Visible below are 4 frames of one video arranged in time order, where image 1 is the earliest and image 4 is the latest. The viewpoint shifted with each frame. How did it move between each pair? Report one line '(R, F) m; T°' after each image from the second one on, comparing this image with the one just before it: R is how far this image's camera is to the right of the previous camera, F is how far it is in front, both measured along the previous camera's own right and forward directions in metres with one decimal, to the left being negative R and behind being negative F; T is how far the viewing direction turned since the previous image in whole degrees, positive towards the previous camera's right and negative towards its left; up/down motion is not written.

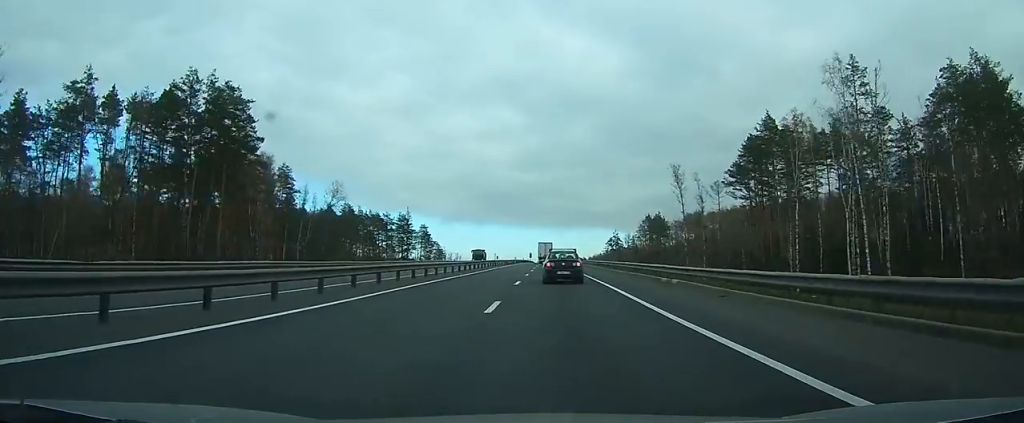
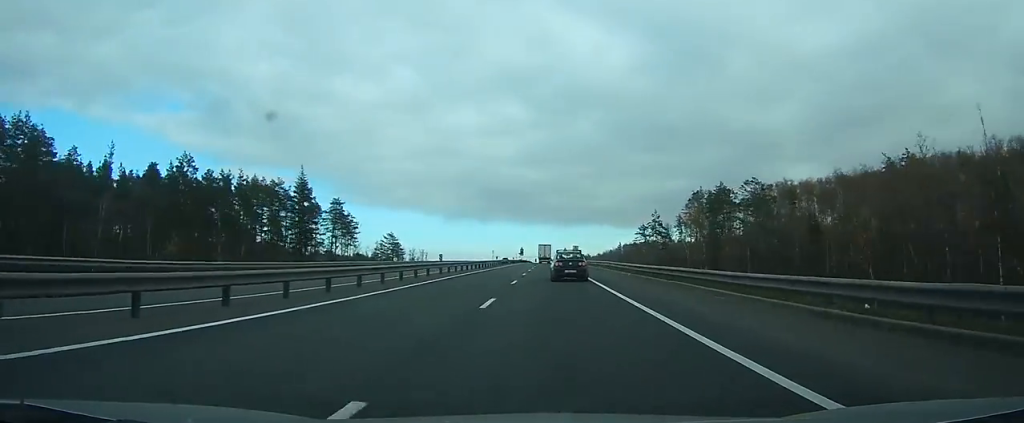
(+0.2, +80.0) m; 0°
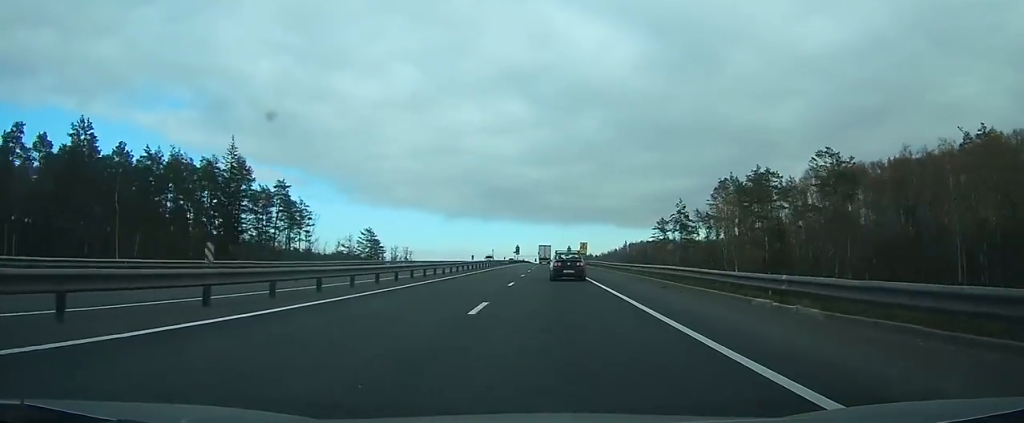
(-0.1, +26.5) m; 0°
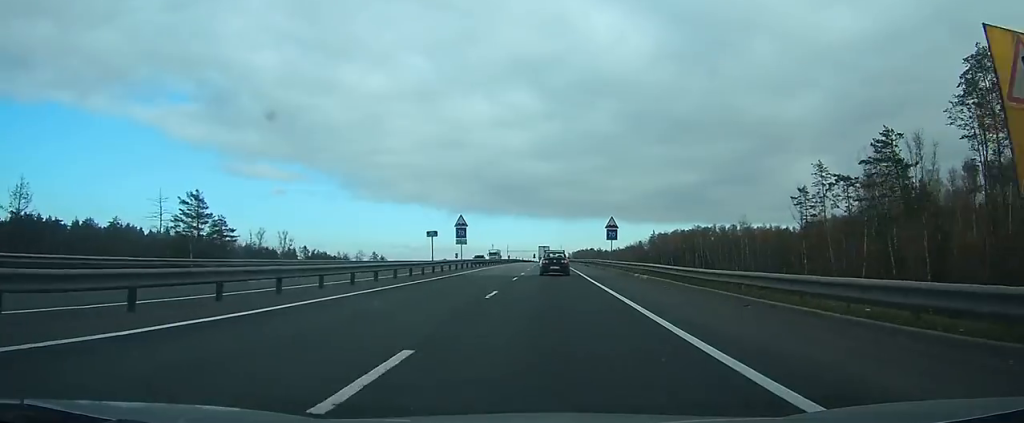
(-0.9, +92.7) m; -1°
